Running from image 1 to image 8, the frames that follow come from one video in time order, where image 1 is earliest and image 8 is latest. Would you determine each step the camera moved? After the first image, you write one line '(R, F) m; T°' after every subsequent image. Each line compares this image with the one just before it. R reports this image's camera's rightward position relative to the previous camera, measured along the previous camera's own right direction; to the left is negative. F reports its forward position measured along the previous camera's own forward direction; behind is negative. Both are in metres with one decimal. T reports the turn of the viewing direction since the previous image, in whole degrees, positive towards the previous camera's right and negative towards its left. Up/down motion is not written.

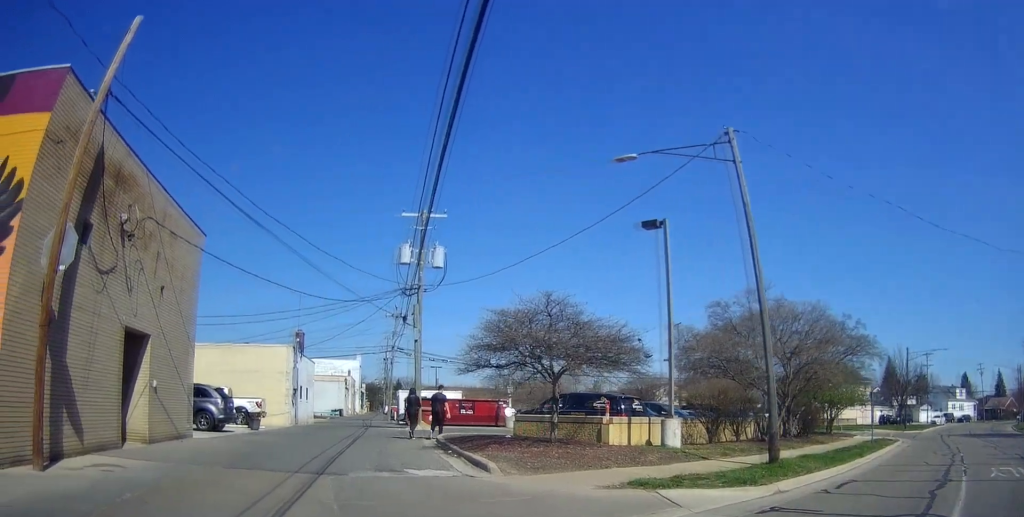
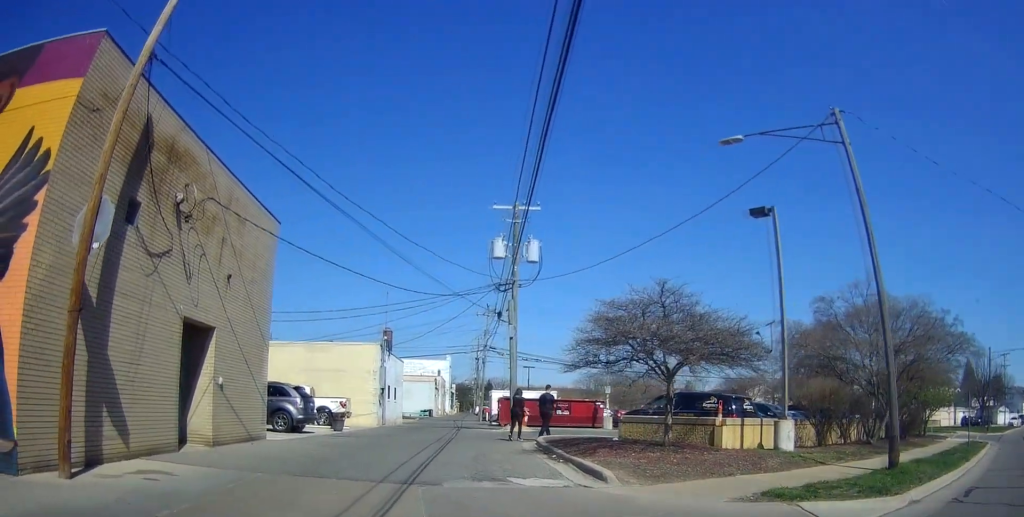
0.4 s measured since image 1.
(-0.1, +1.1) m; -2°
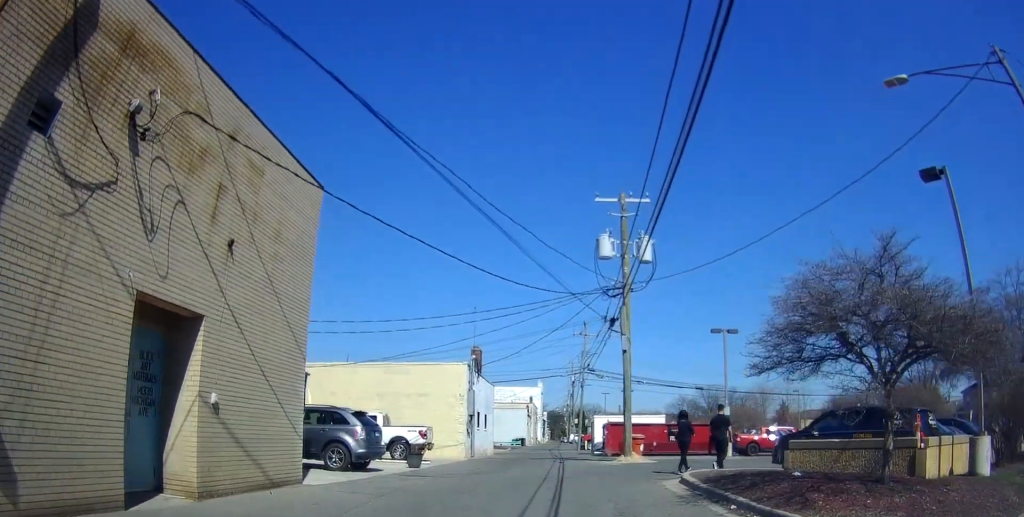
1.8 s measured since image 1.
(-0.1, +3.8) m; -6°
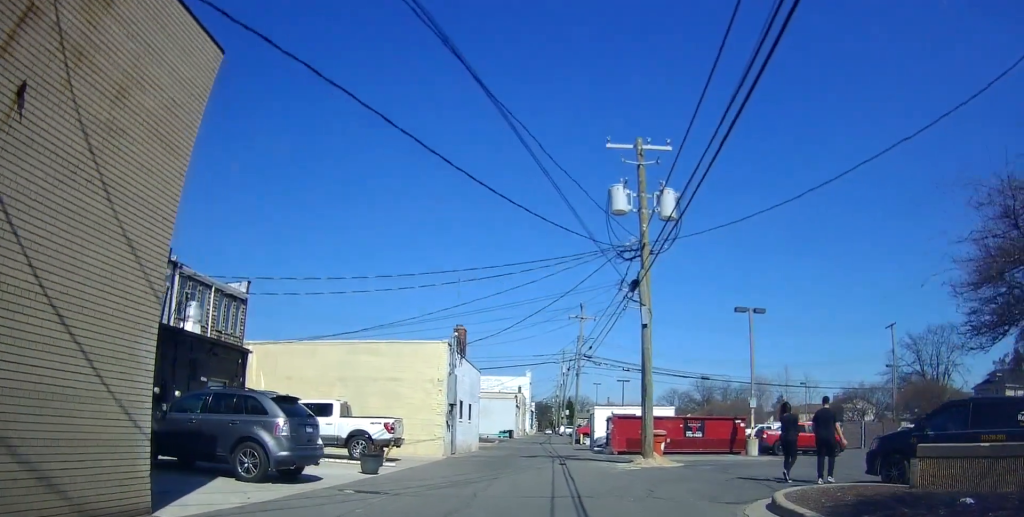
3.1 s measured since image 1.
(-0.2, +4.6) m; +1°
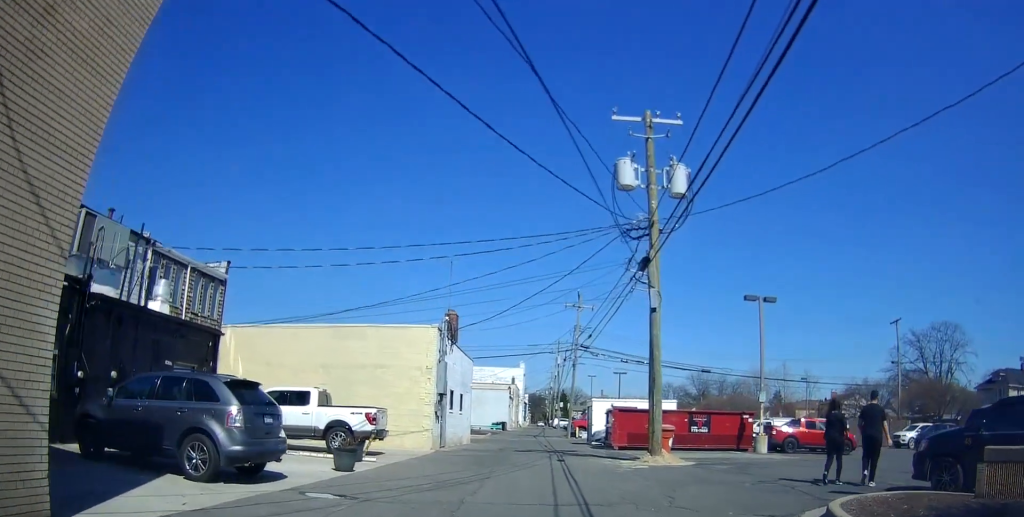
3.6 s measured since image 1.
(+0.1, +1.8) m; +2°
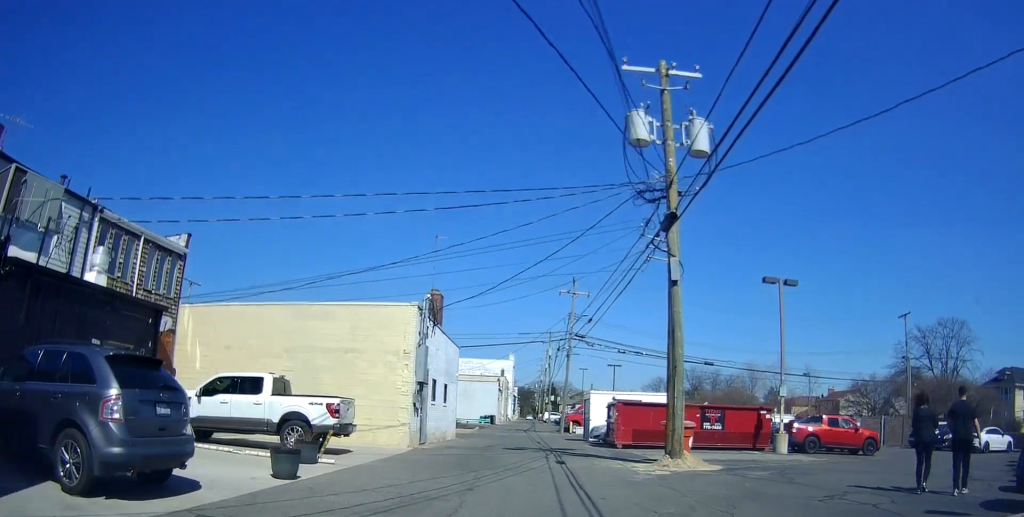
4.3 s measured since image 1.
(+0.1, +3.0) m; +4°
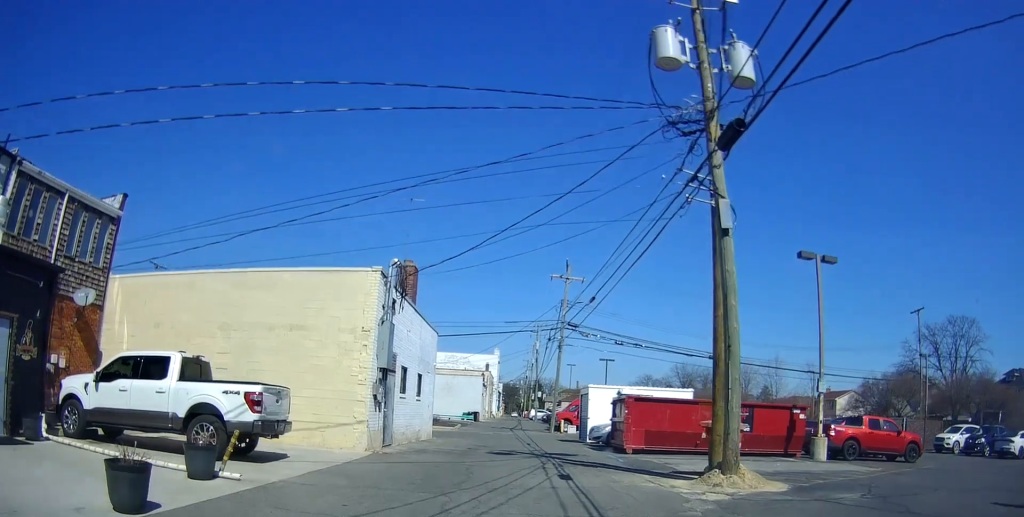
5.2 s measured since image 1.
(+0.1, +4.2) m; +4°
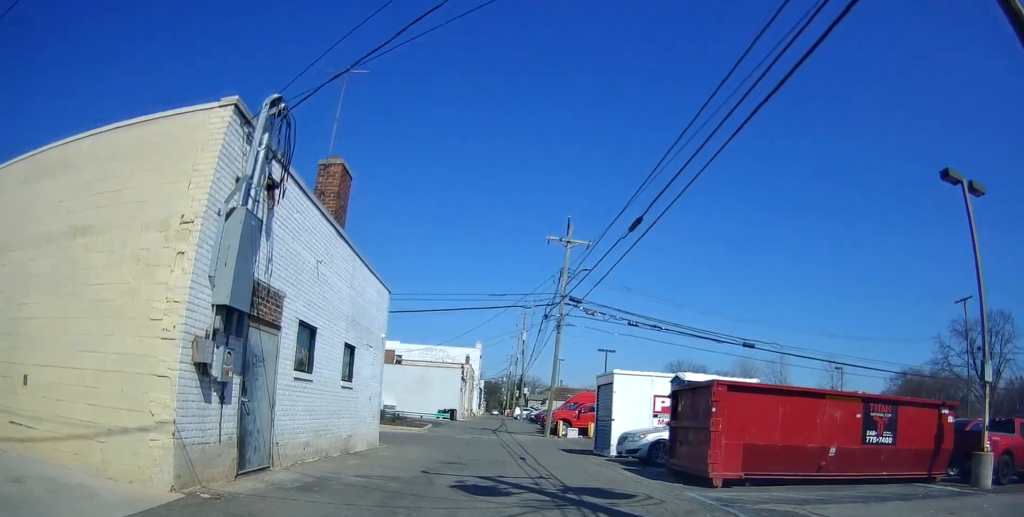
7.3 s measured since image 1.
(-0.3, +9.4) m; -4°
